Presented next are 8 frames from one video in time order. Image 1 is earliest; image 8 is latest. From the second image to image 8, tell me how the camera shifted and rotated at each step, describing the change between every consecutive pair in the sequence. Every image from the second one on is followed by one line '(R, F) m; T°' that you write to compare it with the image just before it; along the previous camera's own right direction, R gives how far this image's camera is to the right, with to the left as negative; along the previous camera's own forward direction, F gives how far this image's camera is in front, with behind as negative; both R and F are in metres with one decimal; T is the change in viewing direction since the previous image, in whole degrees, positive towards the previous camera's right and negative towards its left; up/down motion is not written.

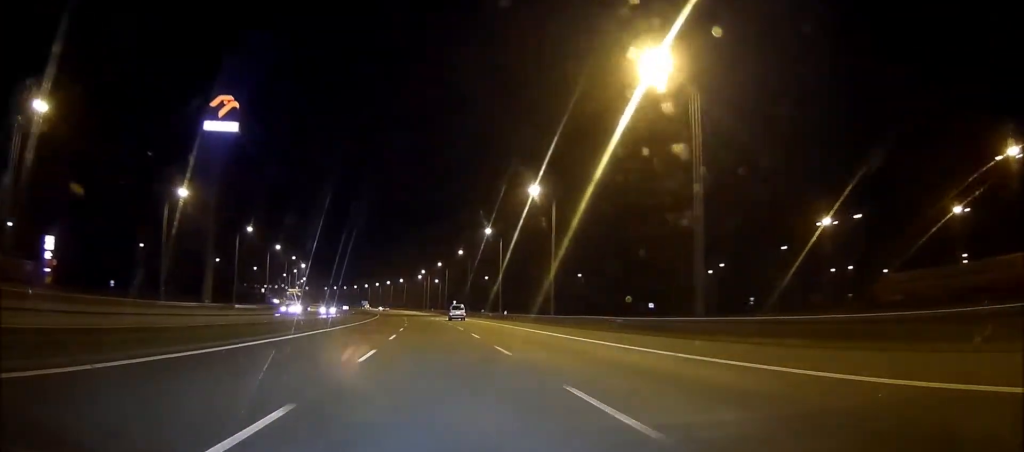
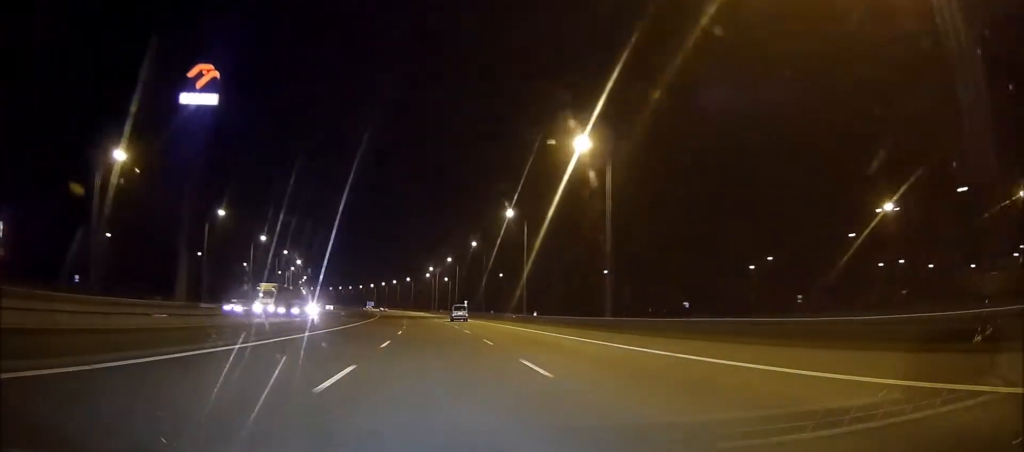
(0.0, +18.4) m; -1°
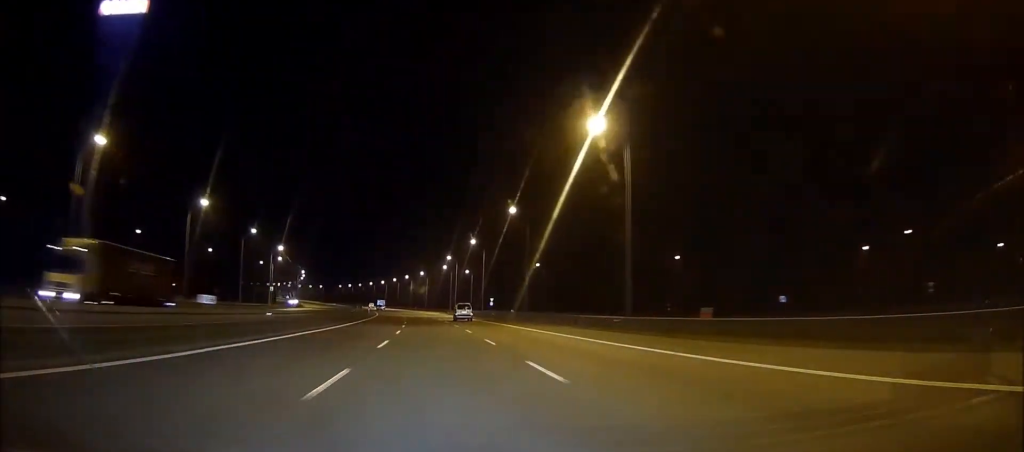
(-0.9, +38.0) m; -1°
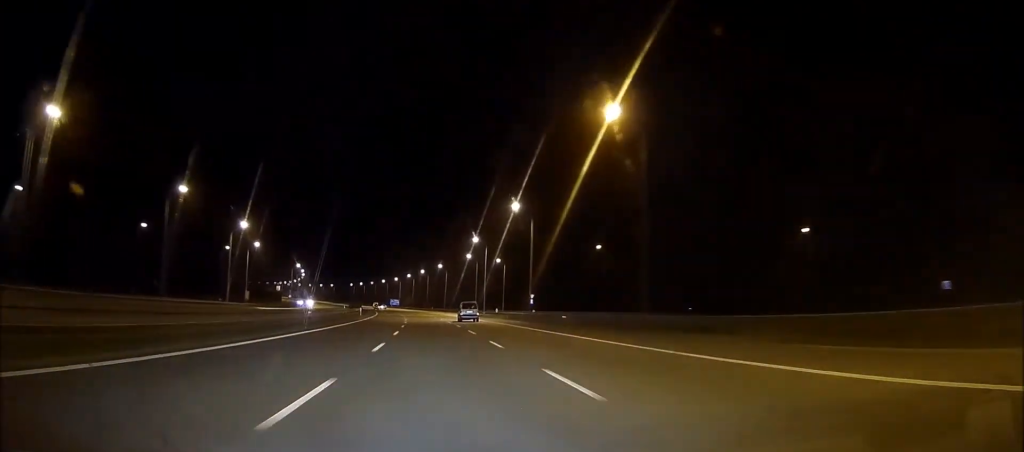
(-0.1, +39.3) m; -1°
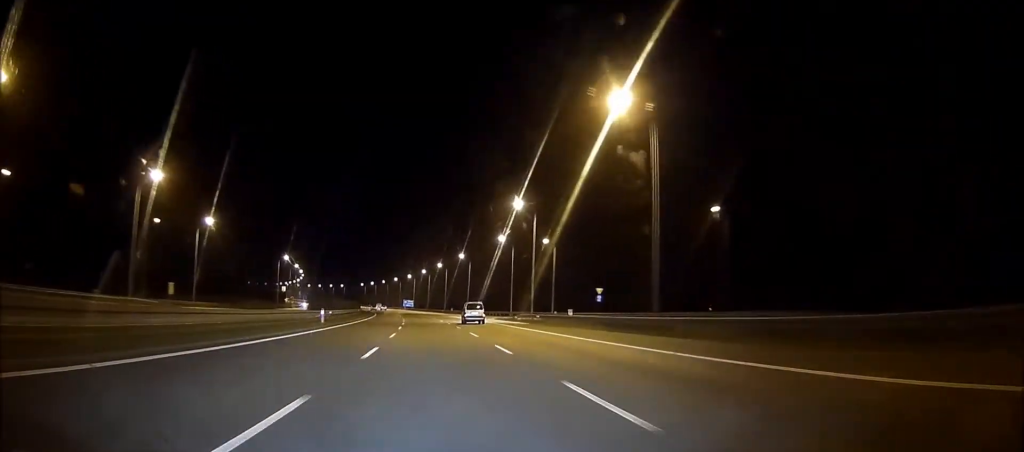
(-0.9, +39.1) m; -2°
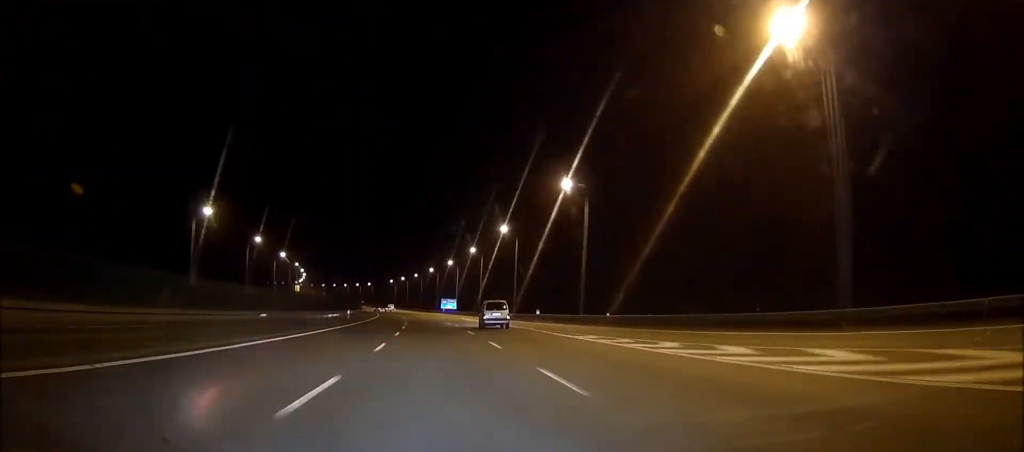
(-2.7, +82.5) m; -4°
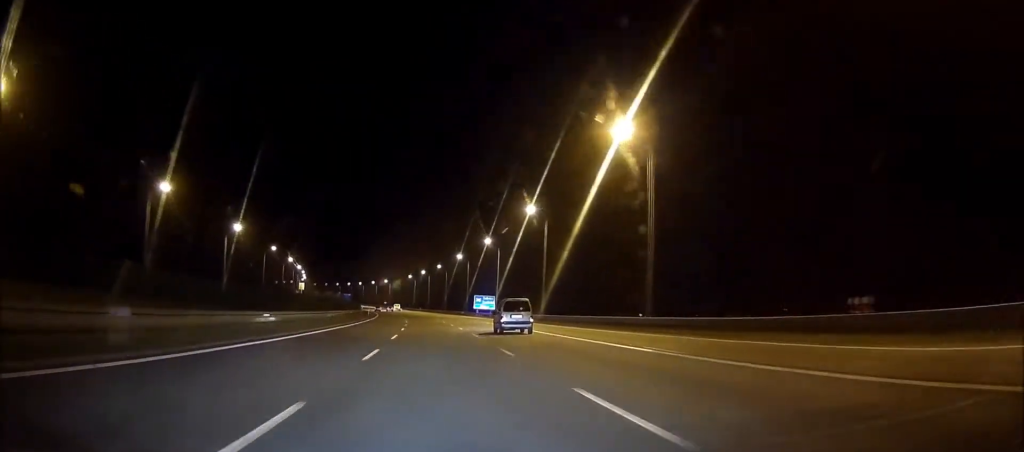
(-1.2, +51.7) m; -3°
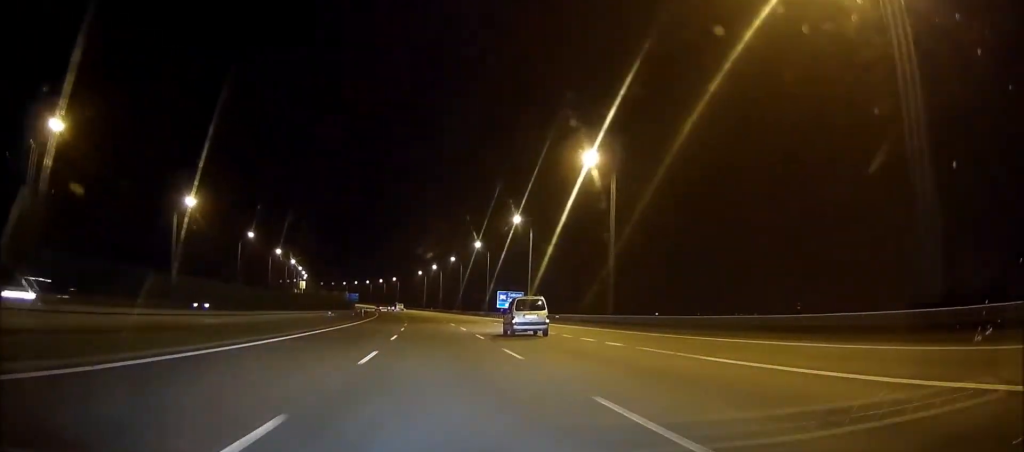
(-0.3, +25.1) m; -4°
